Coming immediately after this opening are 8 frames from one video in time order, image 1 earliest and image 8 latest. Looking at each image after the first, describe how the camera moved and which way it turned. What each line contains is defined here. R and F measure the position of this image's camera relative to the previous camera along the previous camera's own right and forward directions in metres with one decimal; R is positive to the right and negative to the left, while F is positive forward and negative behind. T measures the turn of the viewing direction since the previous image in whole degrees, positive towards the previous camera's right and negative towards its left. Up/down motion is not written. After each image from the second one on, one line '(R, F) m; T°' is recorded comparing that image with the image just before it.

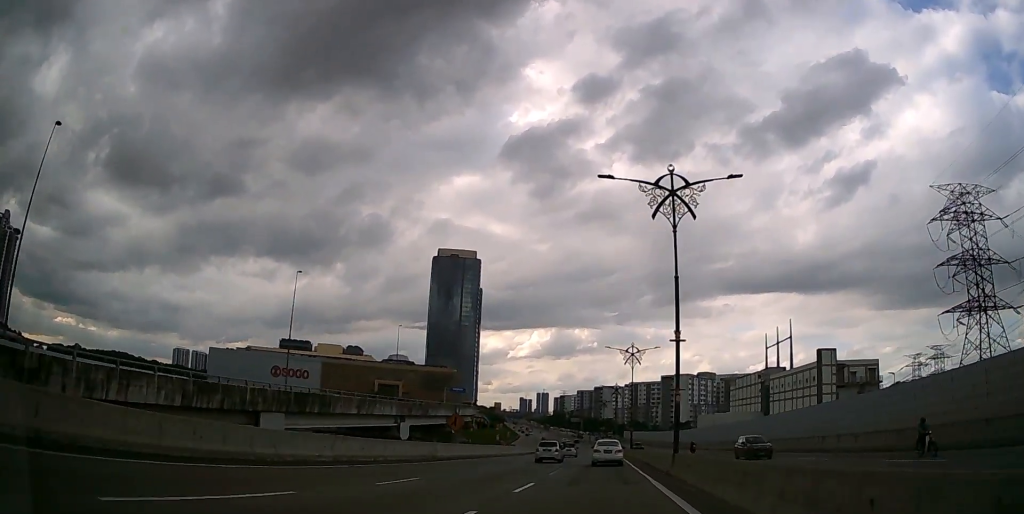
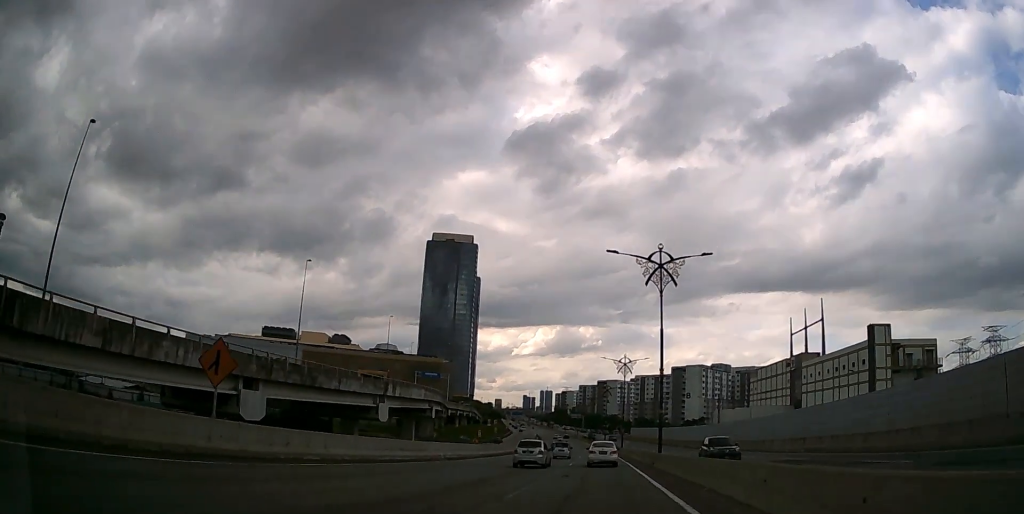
(0.0, +31.1) m; 0°
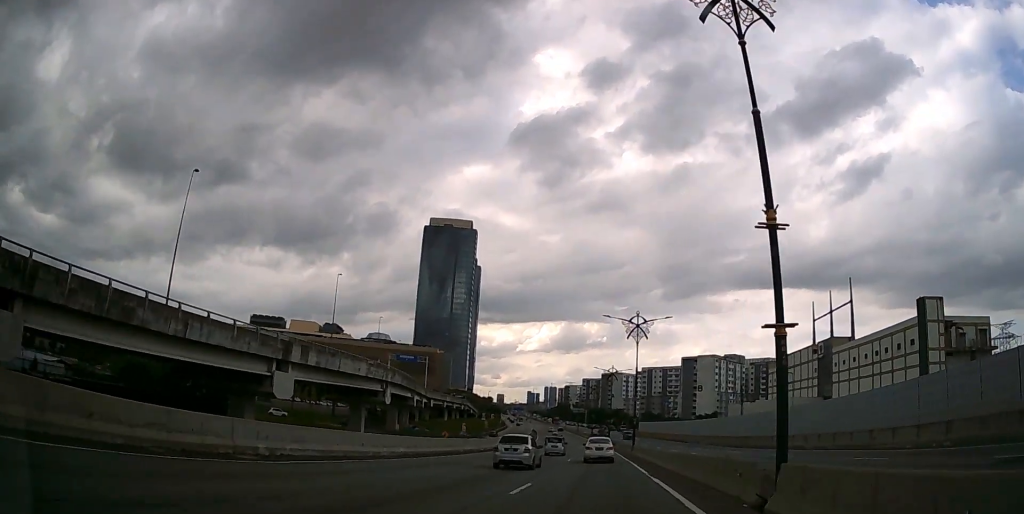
(-0.1, +21.7) m; 0°
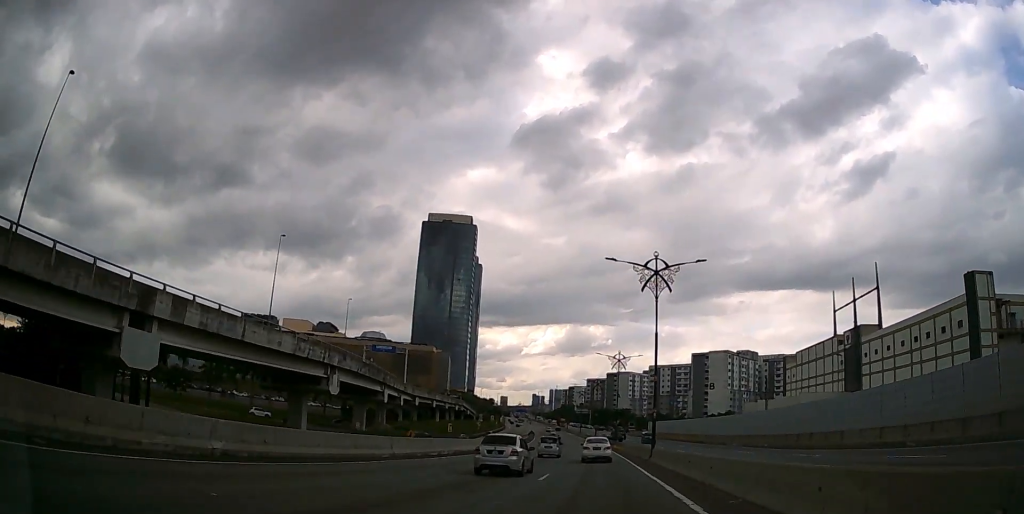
(-0.1, +16.3) m; 0°
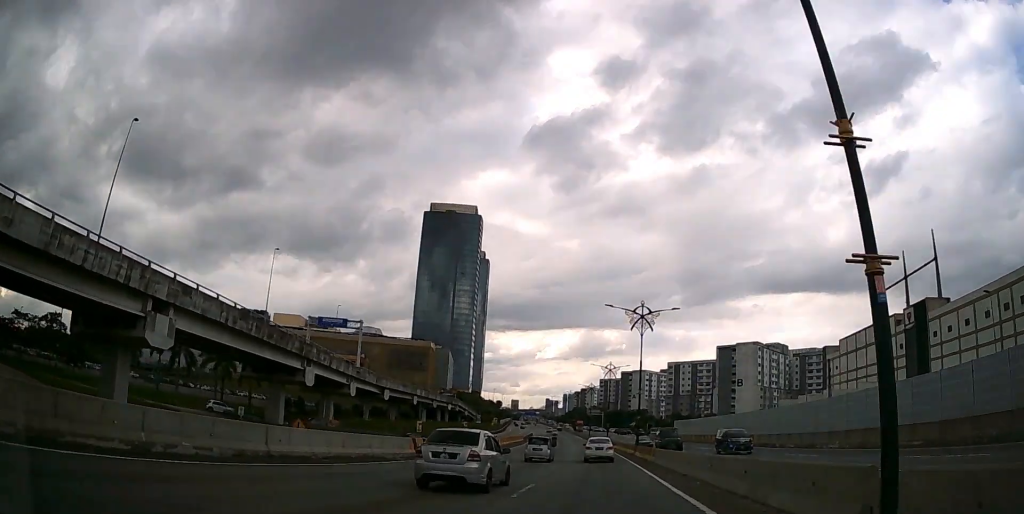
(-0.2, +27.4) m; -1°
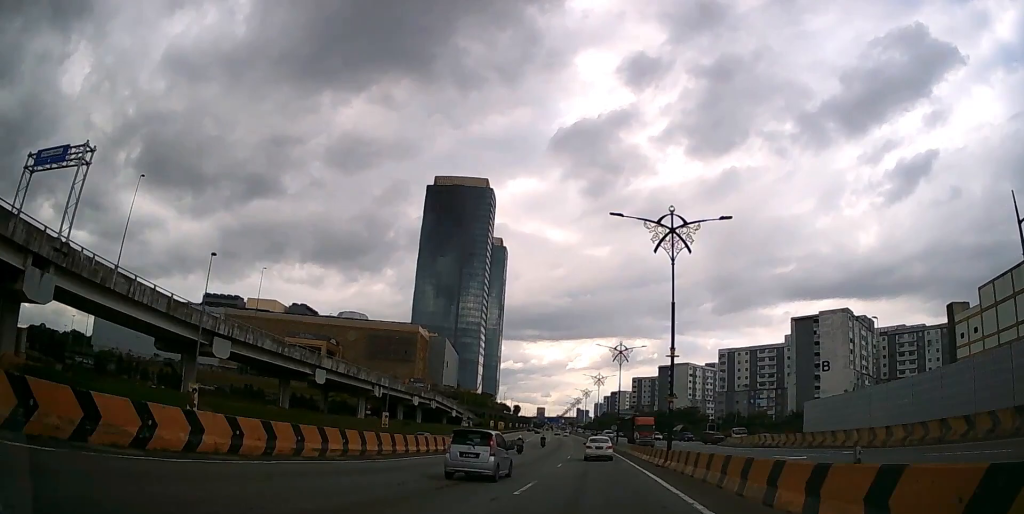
(-1.7, +60.3) m; -3°
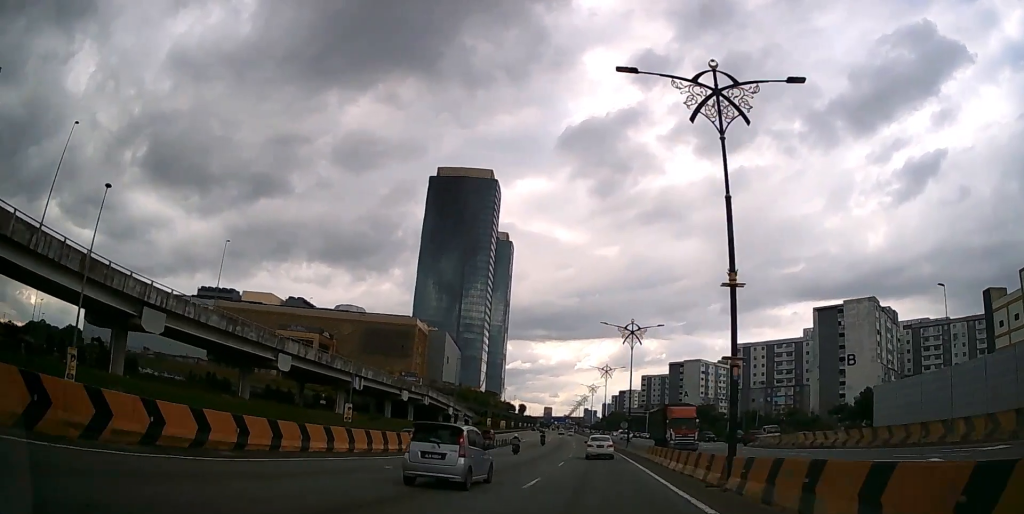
(0.0, +11.5) m; -1°
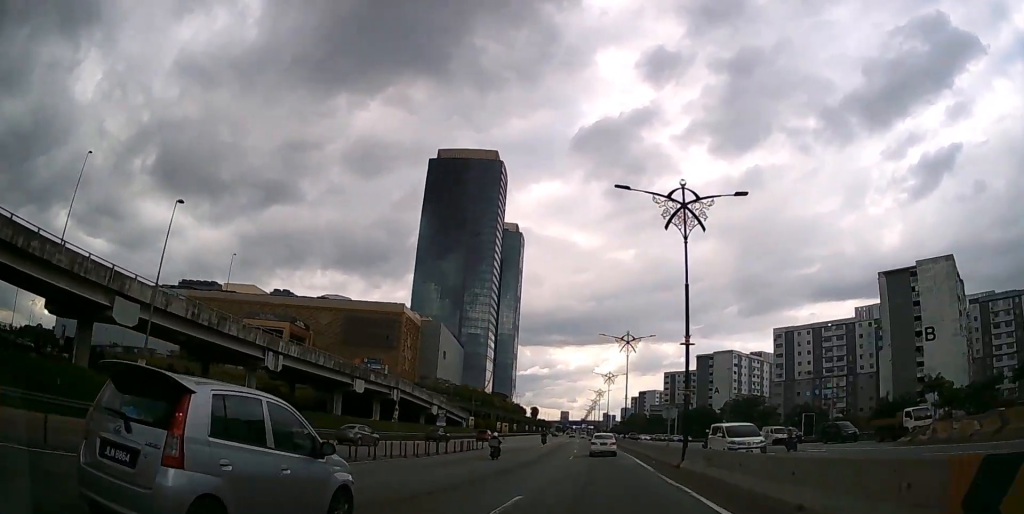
(-0.5, +31.4) m; -2°
